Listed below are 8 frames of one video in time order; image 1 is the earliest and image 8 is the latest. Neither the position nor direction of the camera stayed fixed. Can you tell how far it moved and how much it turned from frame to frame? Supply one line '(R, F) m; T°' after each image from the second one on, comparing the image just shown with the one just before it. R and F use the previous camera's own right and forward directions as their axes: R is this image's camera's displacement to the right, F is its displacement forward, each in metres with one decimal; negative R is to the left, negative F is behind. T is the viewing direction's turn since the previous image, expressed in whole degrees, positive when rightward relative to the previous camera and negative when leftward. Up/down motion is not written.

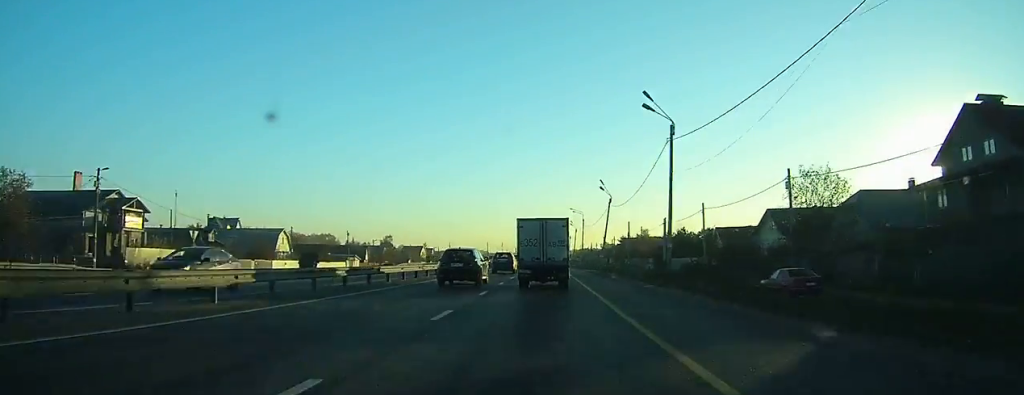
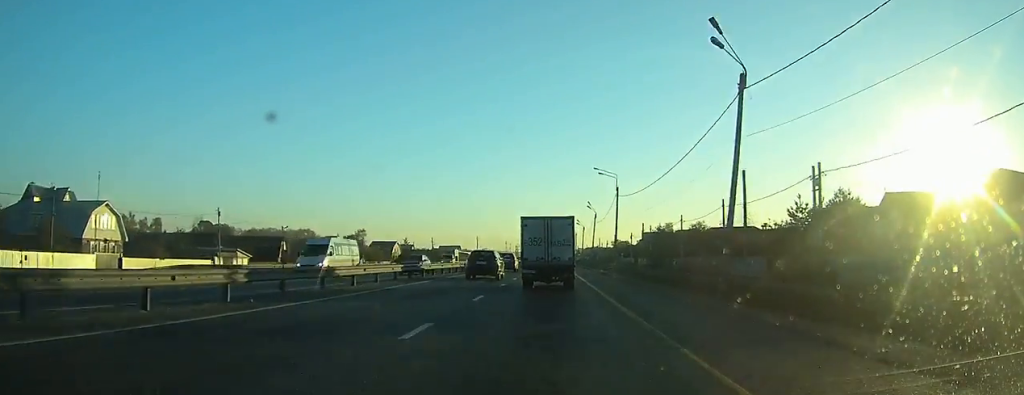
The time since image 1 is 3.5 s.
(+0.1, +54.5) m; 0°
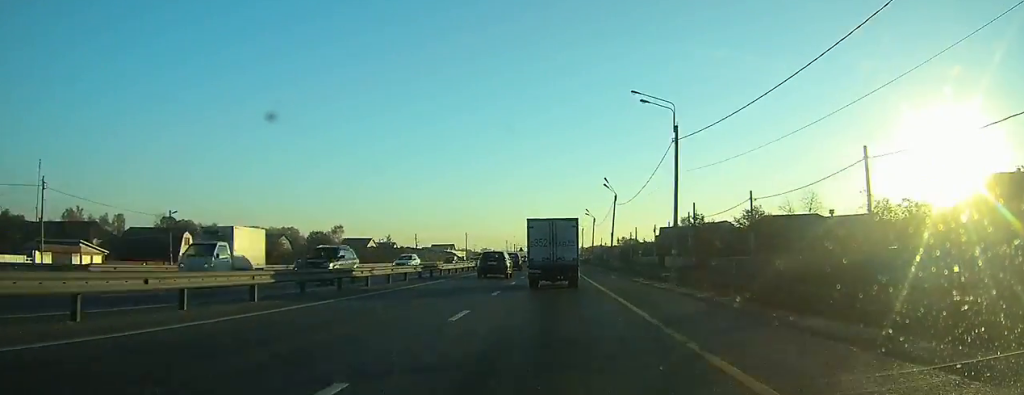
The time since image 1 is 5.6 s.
(-0.1, +30.8) m; 0°
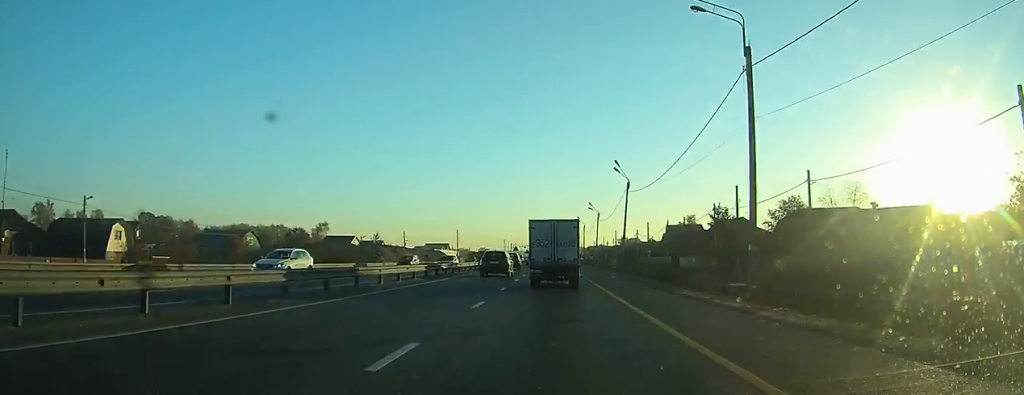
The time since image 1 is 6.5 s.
(-0.1, +13.1) m; 0°
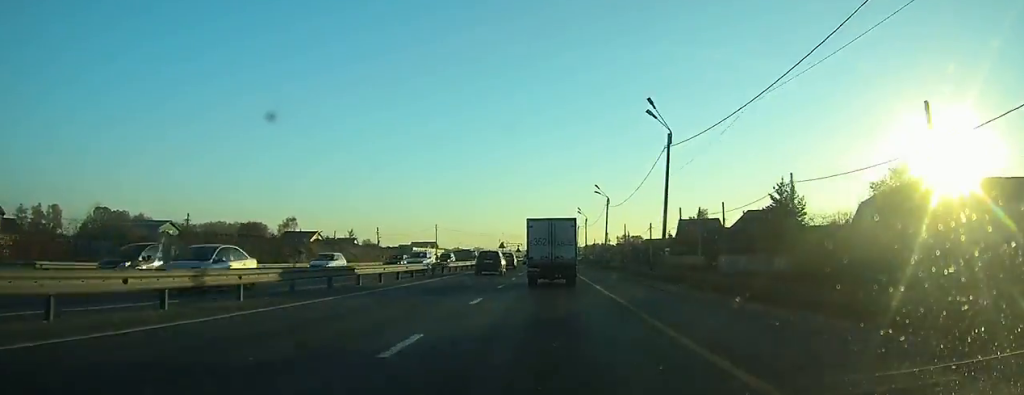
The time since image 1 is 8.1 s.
(0.0, +21.9) m; 0°
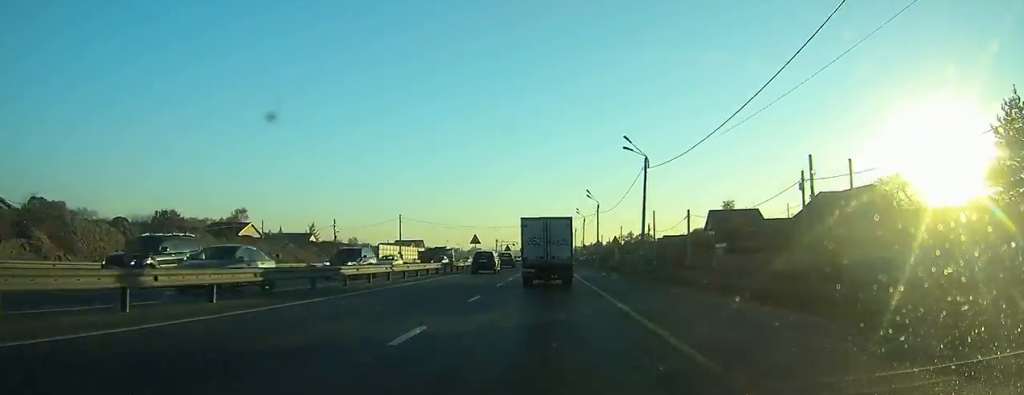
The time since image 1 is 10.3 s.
(+0.2, +29.4) m; +1°
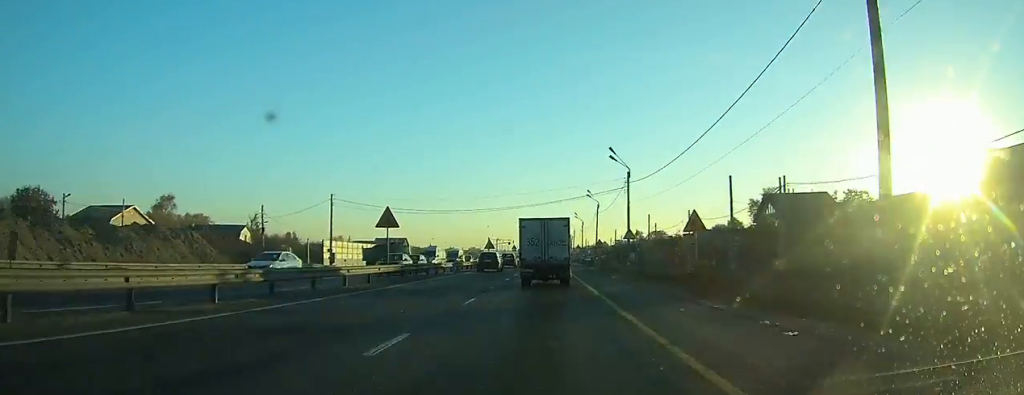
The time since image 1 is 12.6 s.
(+0.2, +32.6) m; 0°
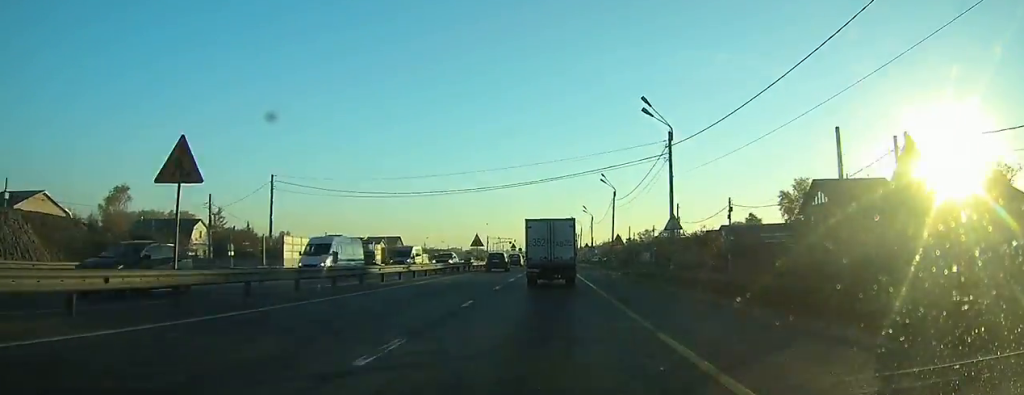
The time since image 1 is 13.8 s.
(0.0, +17.2) m; 0°
